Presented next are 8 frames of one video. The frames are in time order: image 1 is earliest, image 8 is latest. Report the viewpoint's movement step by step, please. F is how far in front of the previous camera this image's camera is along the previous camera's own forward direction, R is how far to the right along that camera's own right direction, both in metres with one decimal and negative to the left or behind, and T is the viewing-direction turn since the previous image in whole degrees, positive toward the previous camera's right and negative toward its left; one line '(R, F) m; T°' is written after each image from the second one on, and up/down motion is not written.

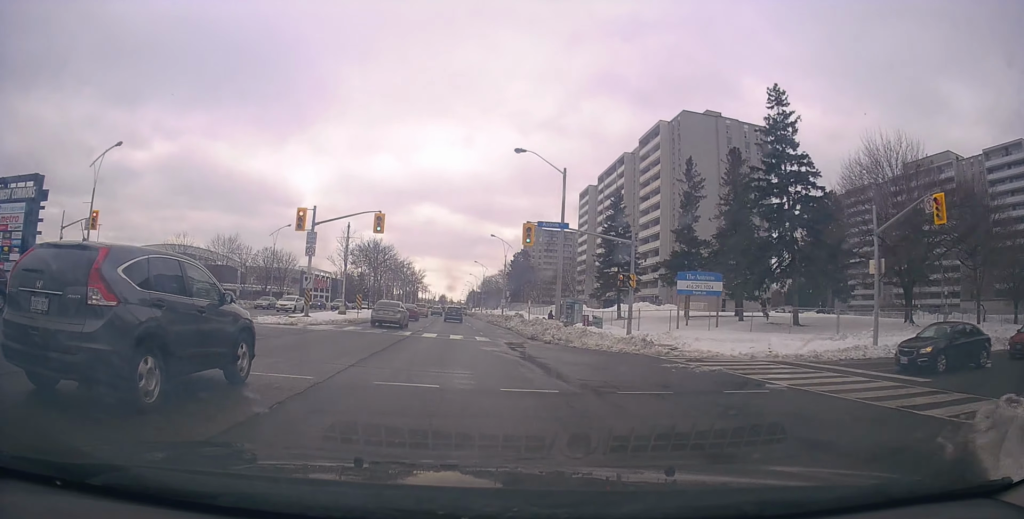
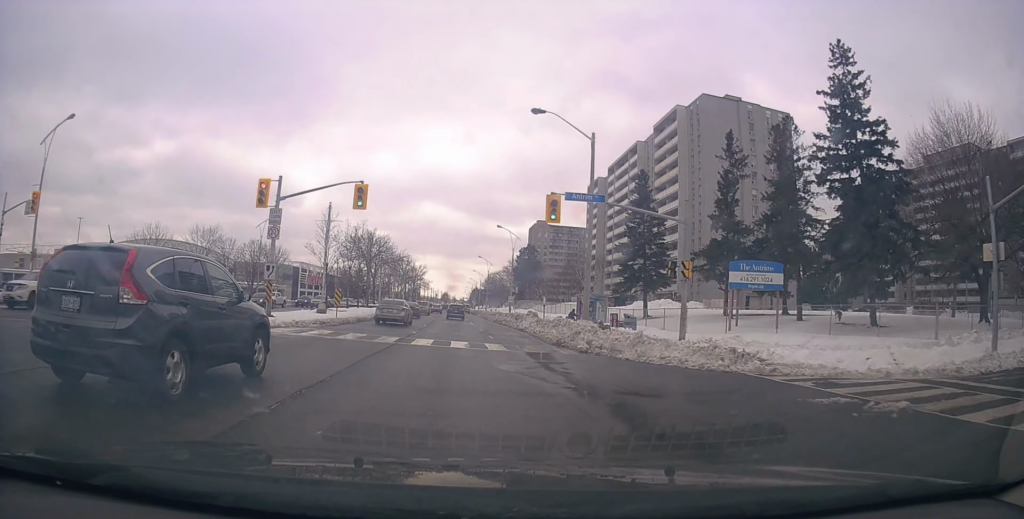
(-0.1, +6.8) m; 0°
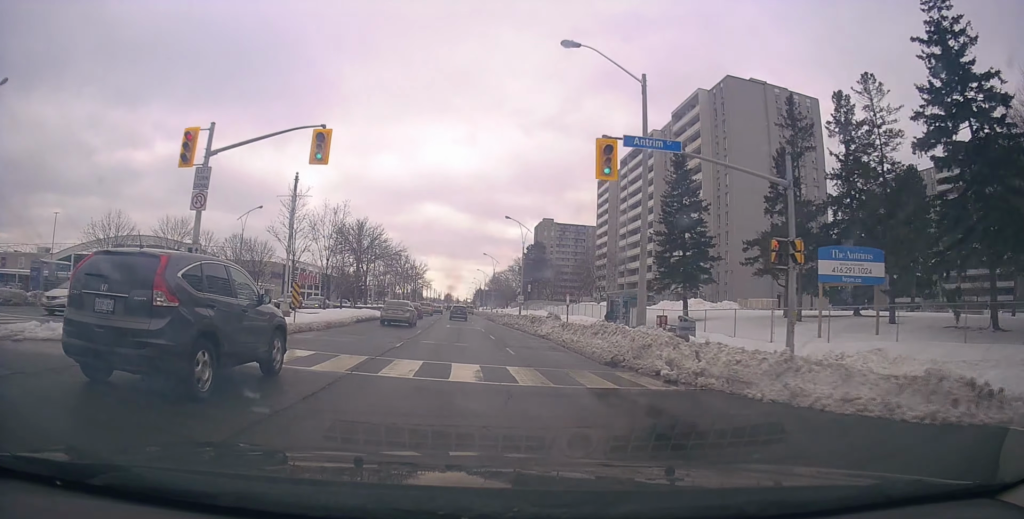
(+0.4, +7.9) m; 0°
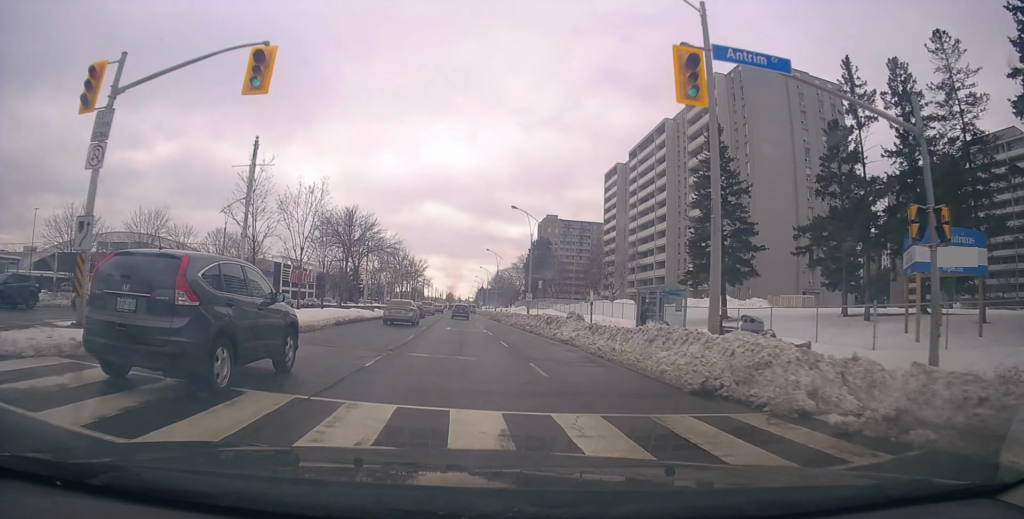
(0.0, +5.8) m; 0°
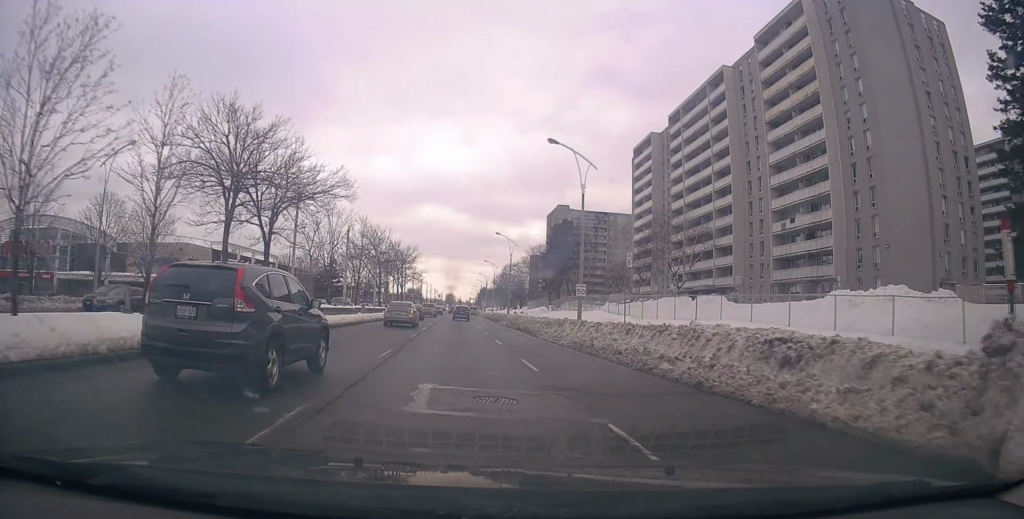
(-0.3, +24.3) m; 0°
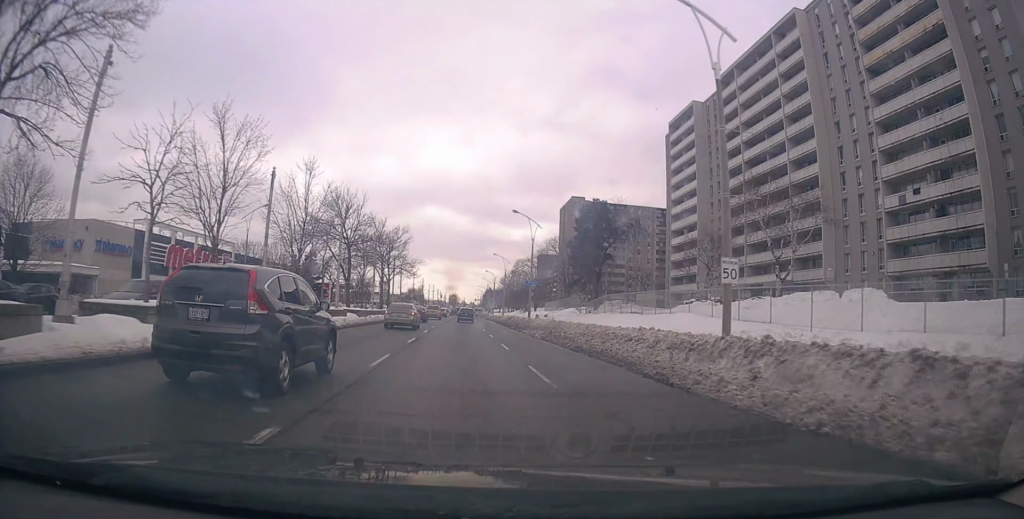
(-0.4, +18.8) m; -2°
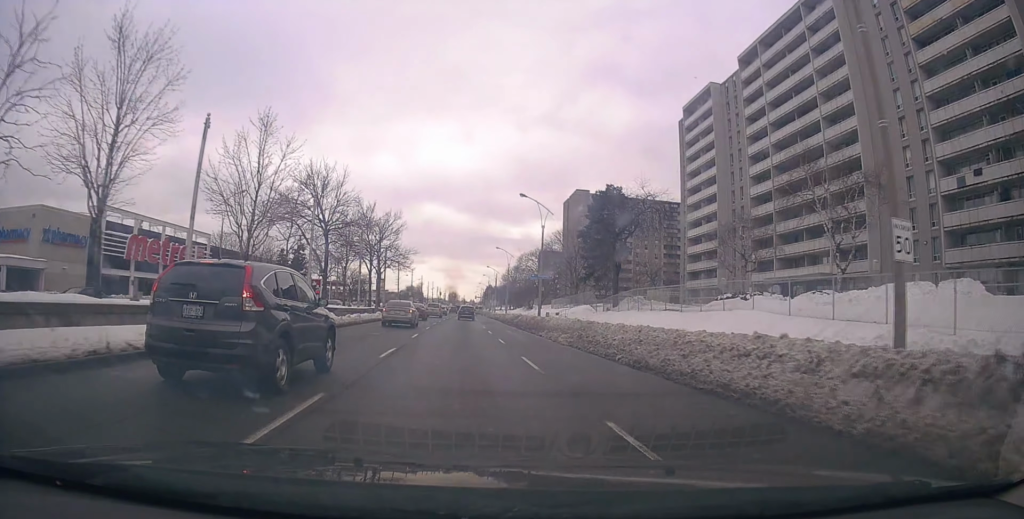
(-0.2, +6.9) m; 0°
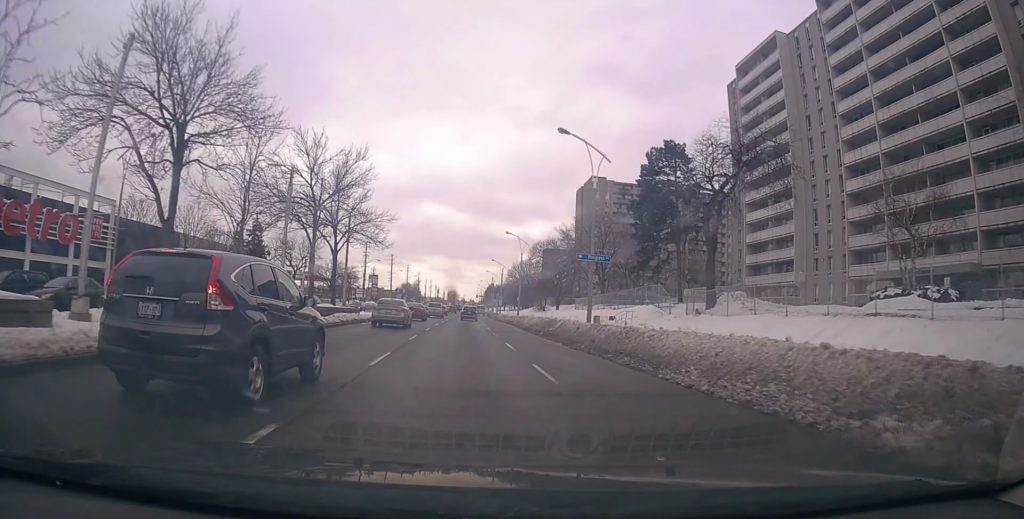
(+0.2, +19.3) m; 0°
